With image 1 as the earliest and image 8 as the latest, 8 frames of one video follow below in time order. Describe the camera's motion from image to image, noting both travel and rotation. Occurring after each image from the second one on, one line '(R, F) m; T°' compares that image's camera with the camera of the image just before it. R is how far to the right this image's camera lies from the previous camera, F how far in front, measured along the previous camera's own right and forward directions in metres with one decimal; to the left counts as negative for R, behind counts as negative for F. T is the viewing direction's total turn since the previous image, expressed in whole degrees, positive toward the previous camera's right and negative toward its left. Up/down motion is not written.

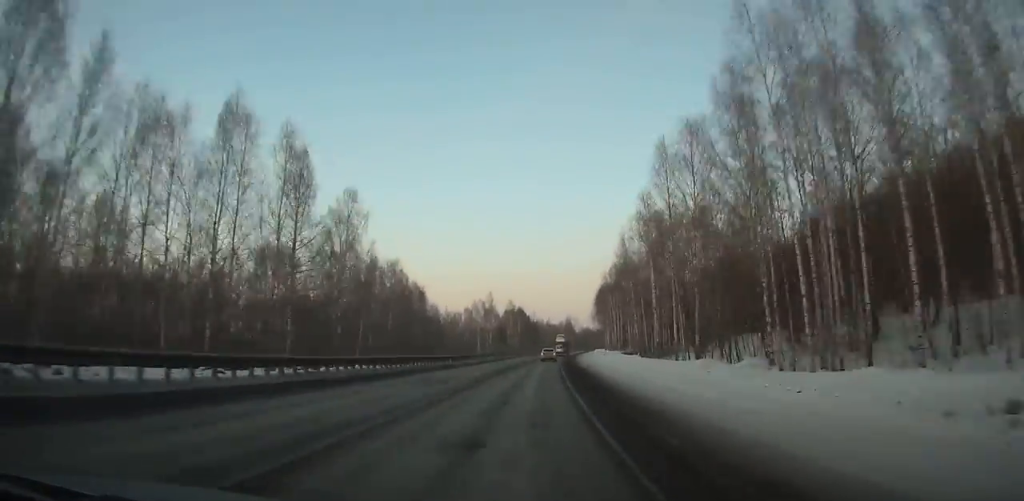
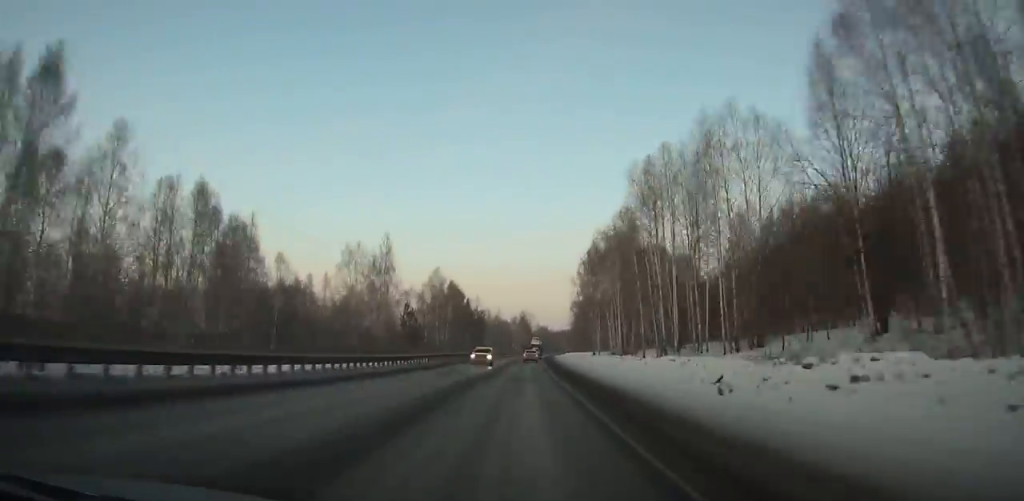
(+2.4, +70.0) m; +3°
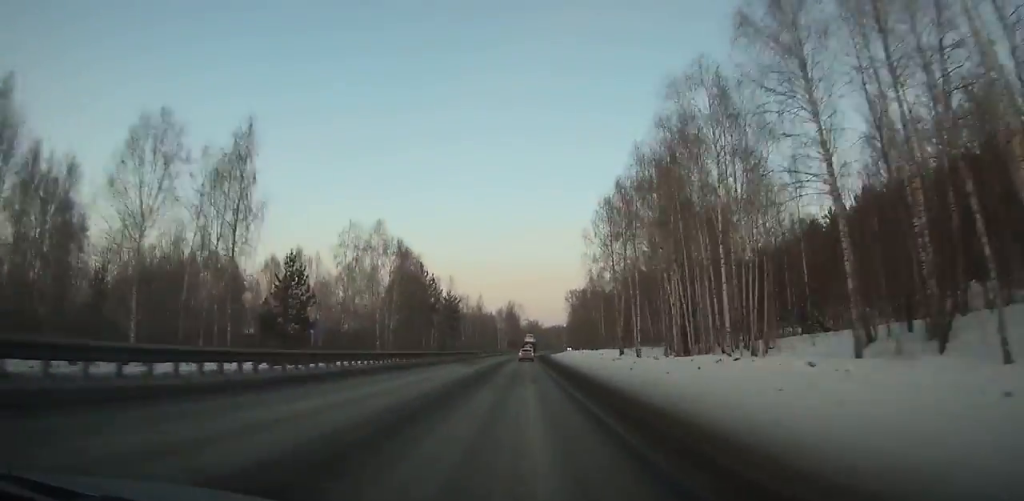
(+0.5, +36.6) m; +1°
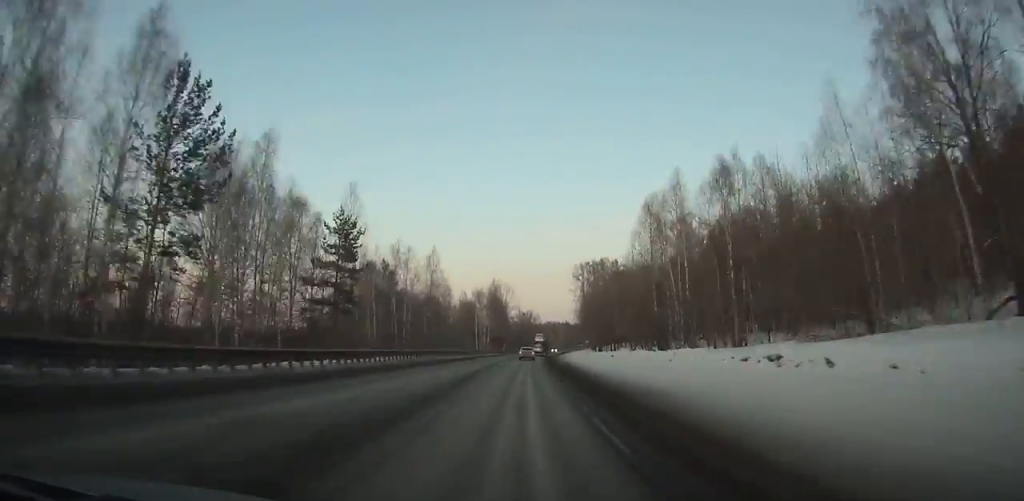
(+1.3, +69.6) m; +3°
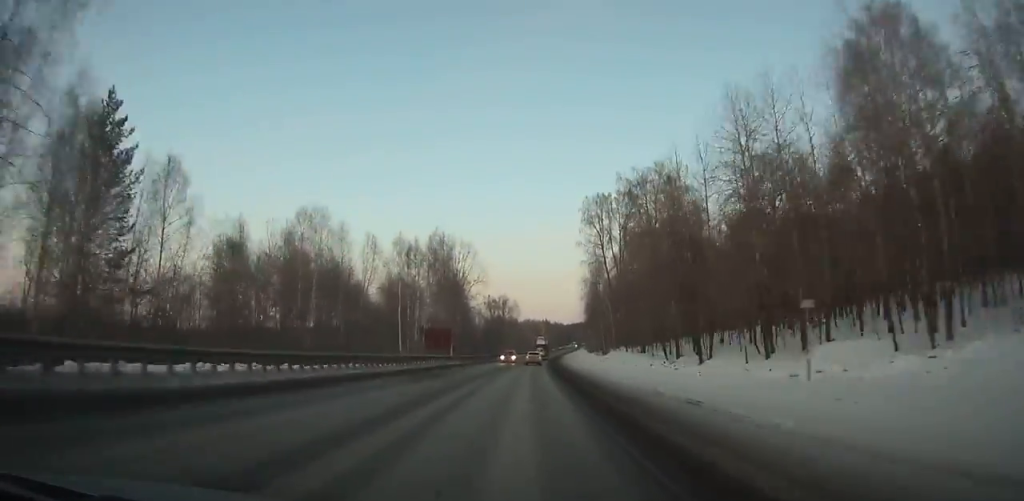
(+1.9, +72.8) m; +3°
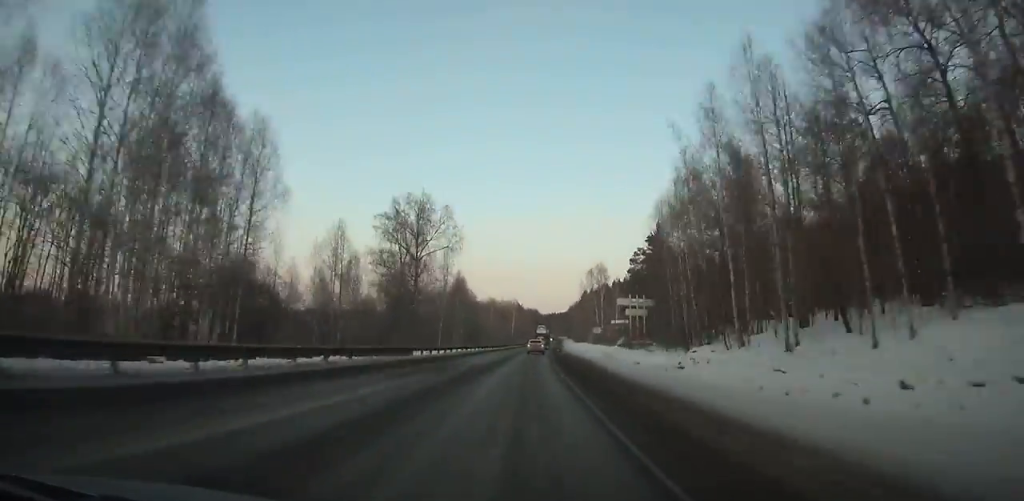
(+2.3, +96.5) m; +2°
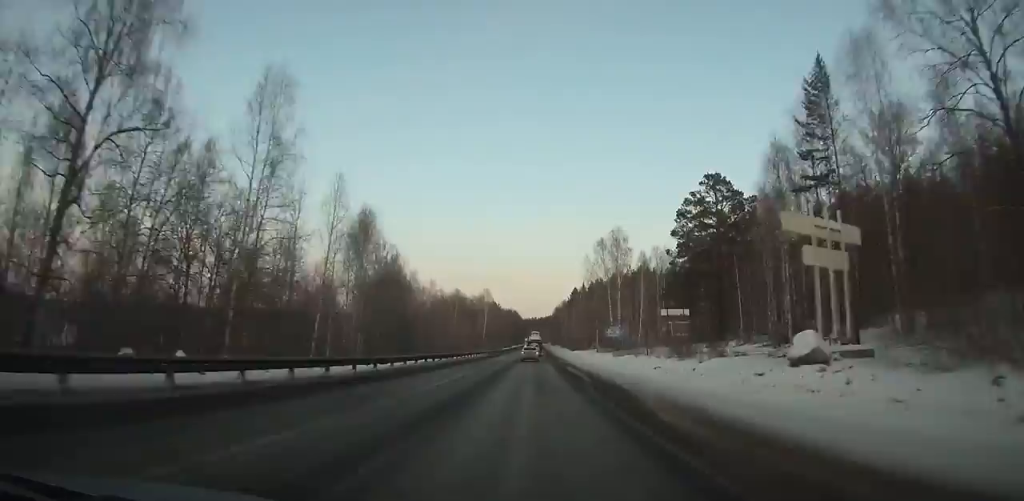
(+0.7, +56.0) m; +1°
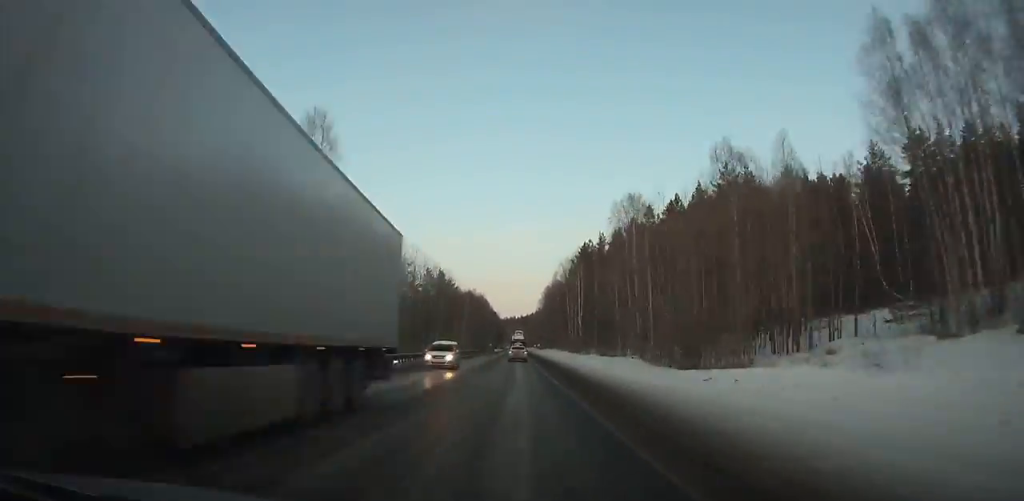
(+1.7, +123.7) m; +1°
